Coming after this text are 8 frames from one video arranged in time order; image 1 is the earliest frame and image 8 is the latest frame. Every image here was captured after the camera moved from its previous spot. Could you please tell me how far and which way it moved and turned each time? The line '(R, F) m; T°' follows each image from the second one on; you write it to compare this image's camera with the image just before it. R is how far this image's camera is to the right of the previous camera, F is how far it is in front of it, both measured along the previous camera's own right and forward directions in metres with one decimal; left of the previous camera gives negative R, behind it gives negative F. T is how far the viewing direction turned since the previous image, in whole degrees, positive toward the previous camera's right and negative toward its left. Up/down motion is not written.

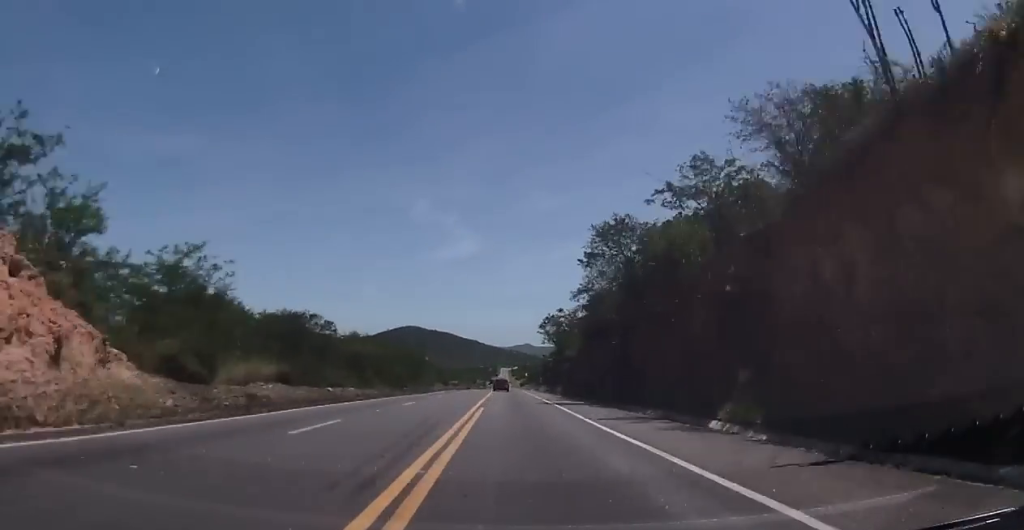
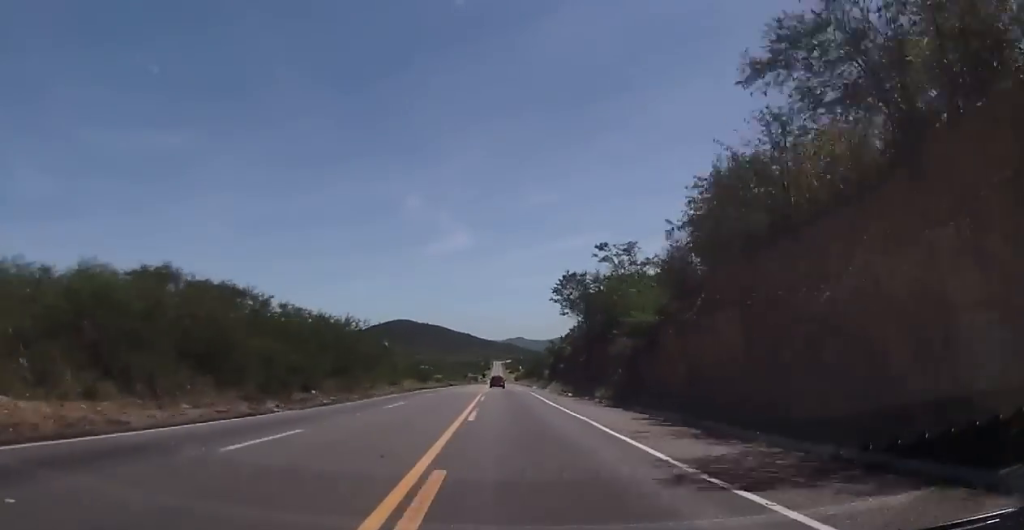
(-0.4, +35.9) m; -1°
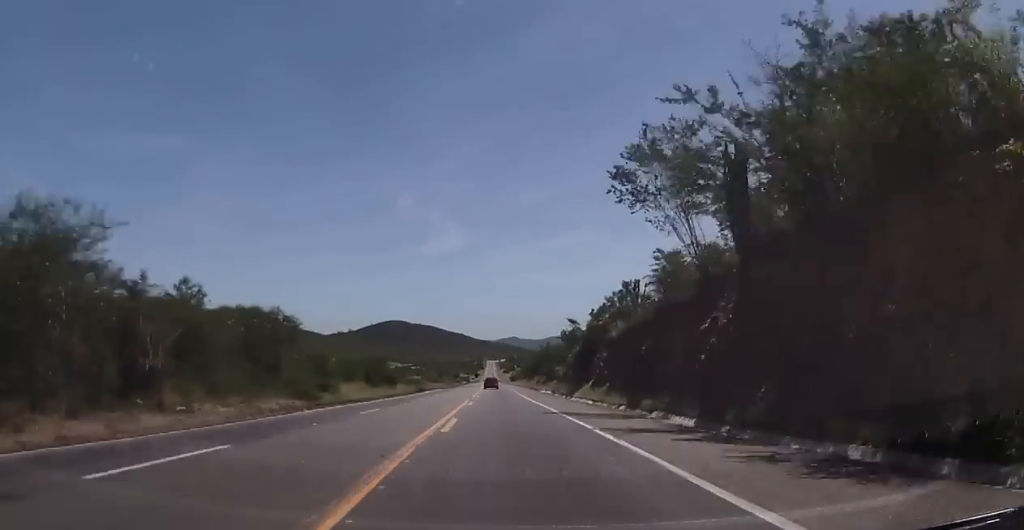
(0.0, +37.0) m; 0°
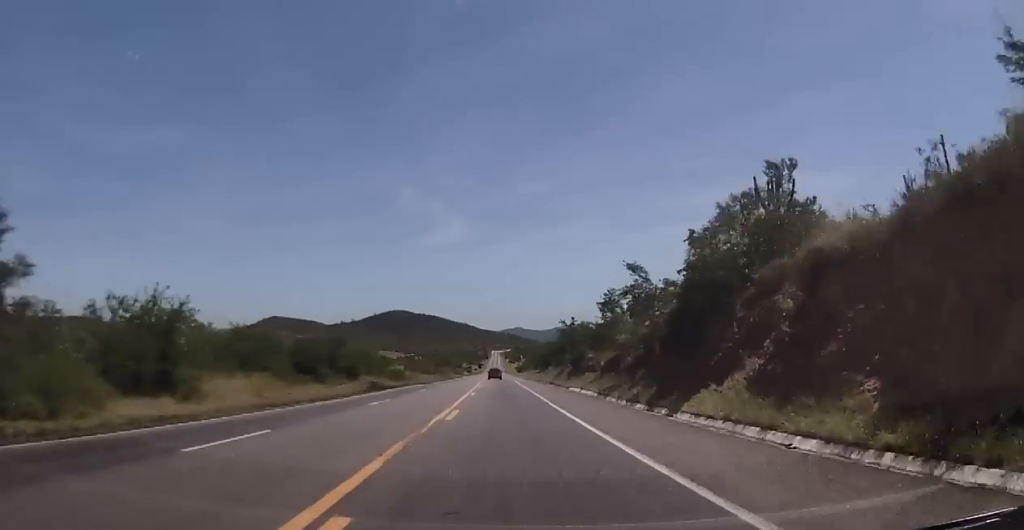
(0.0, +29.5) m; +1°
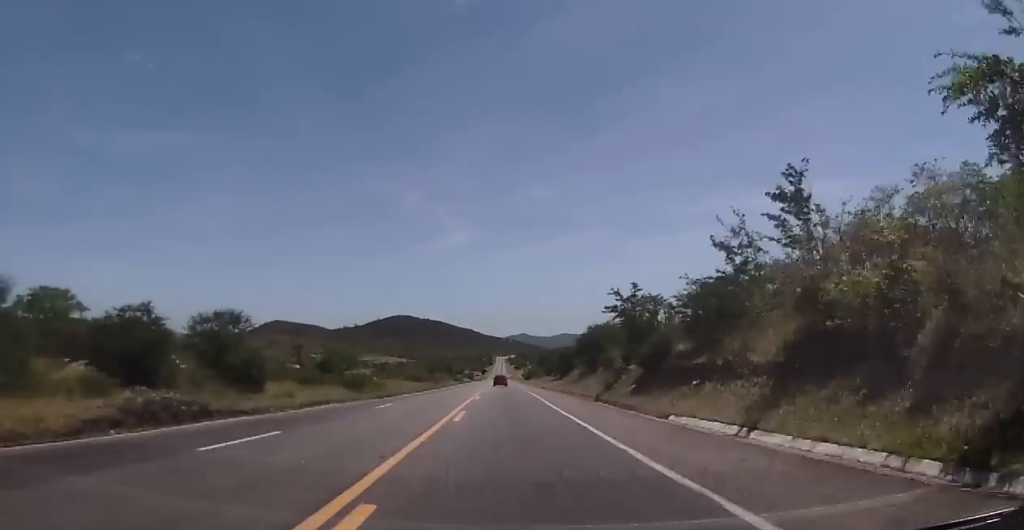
(+0.2, +31.1) m; +1°
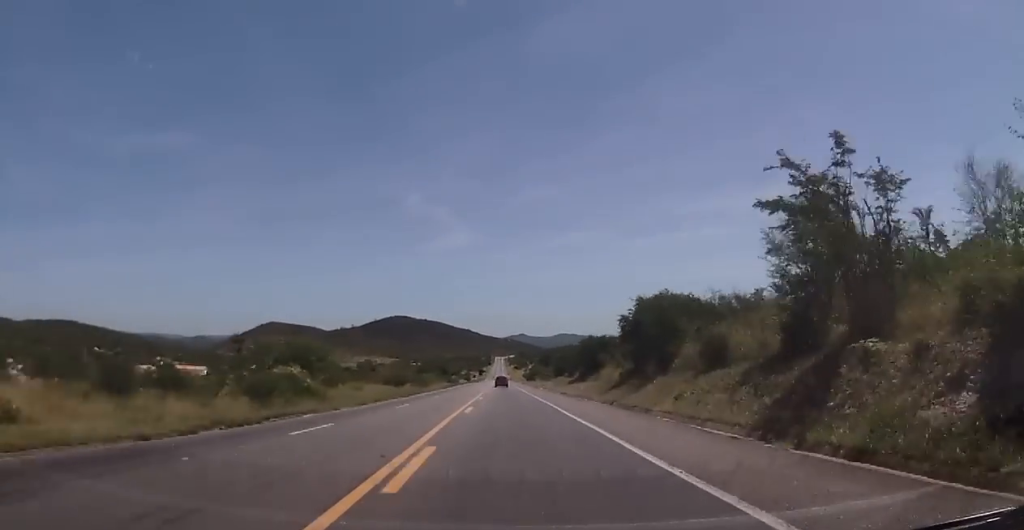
(+0.2, +26.9) m; -1°
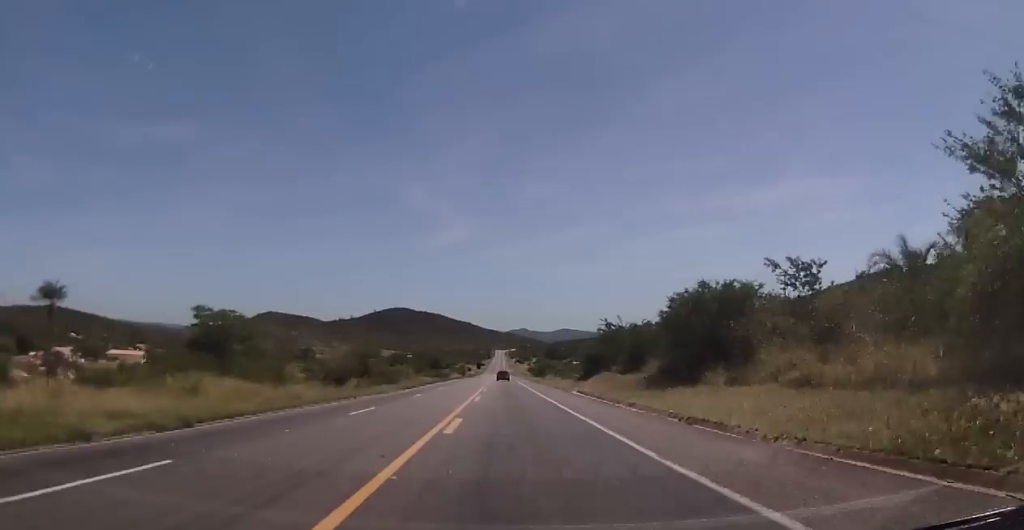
(-0.7, +41.6) m; 0°
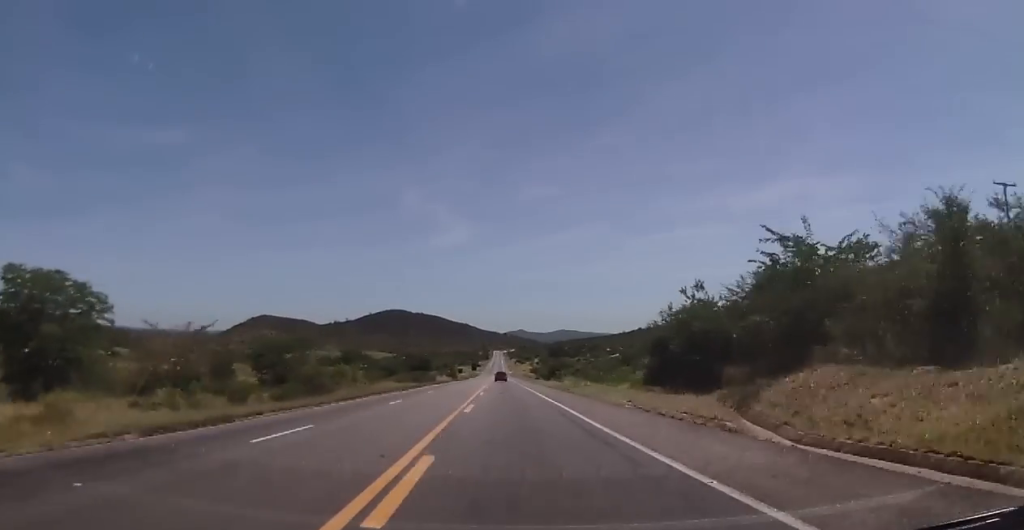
(+0.5, +40.1) m; 0°
